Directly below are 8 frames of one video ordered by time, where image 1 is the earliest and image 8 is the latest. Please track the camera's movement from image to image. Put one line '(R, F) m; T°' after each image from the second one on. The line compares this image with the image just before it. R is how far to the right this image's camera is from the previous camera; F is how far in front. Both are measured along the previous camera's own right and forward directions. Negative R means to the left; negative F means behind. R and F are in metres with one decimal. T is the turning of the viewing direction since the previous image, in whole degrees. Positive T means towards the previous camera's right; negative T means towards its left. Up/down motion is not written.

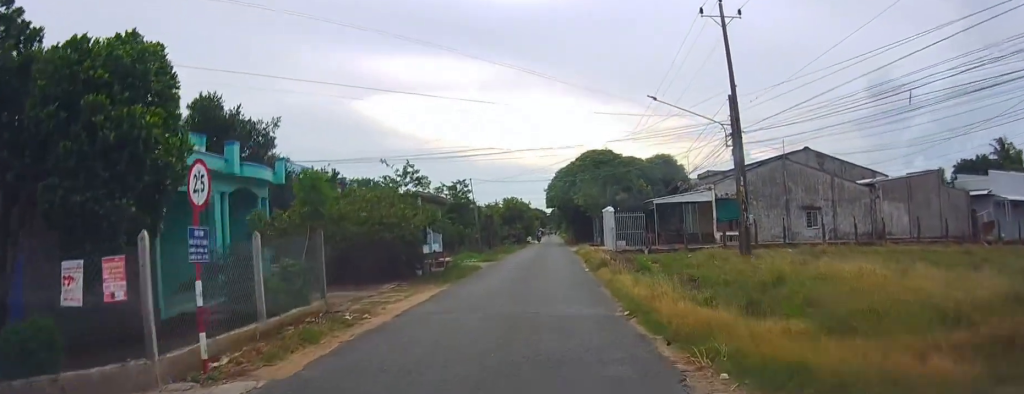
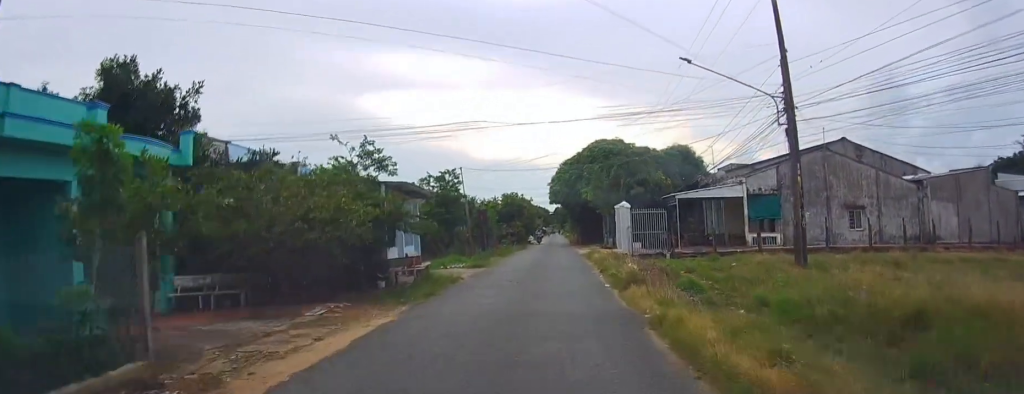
(-0.3, +6.3) m; -2°
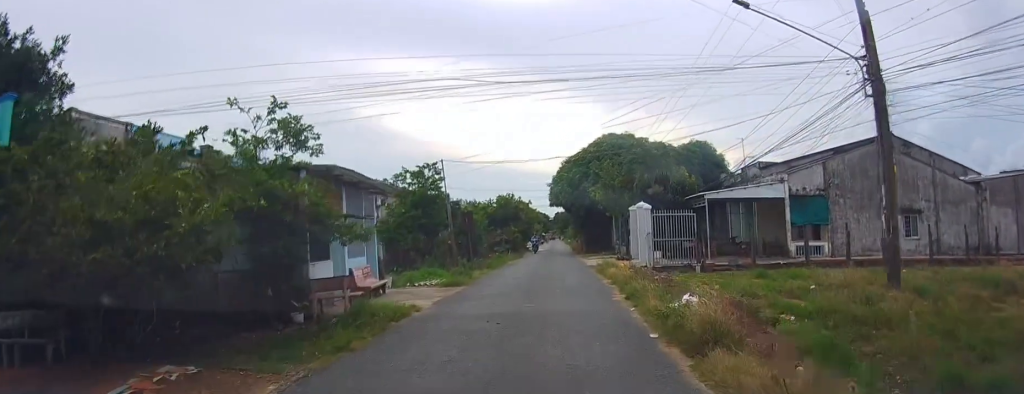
(+0.1, +6.6) m; +1°
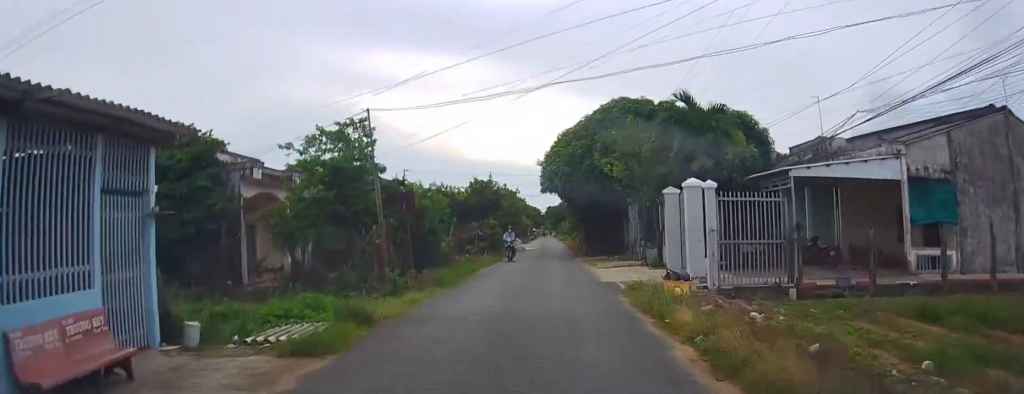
(0.0, +10.9) m; 0°
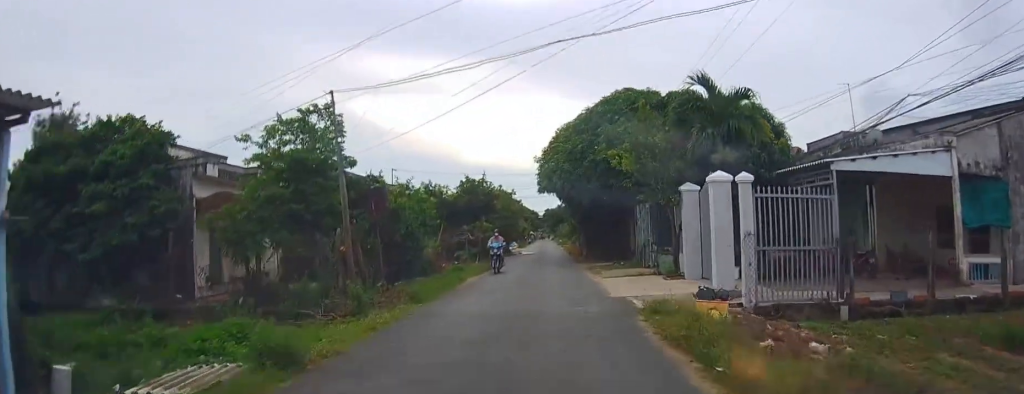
(0.0, +3.0) m; +1°
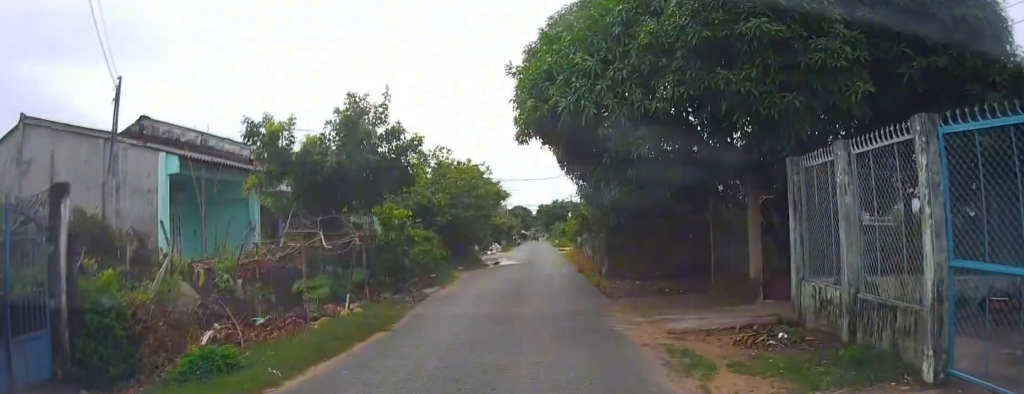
(+0.8, +17.4) m; +3°
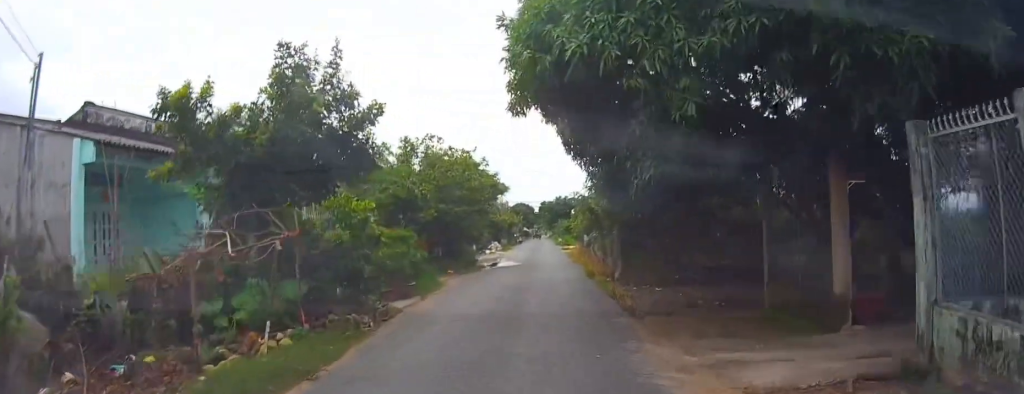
(-0.1, +3.2) m; 0°
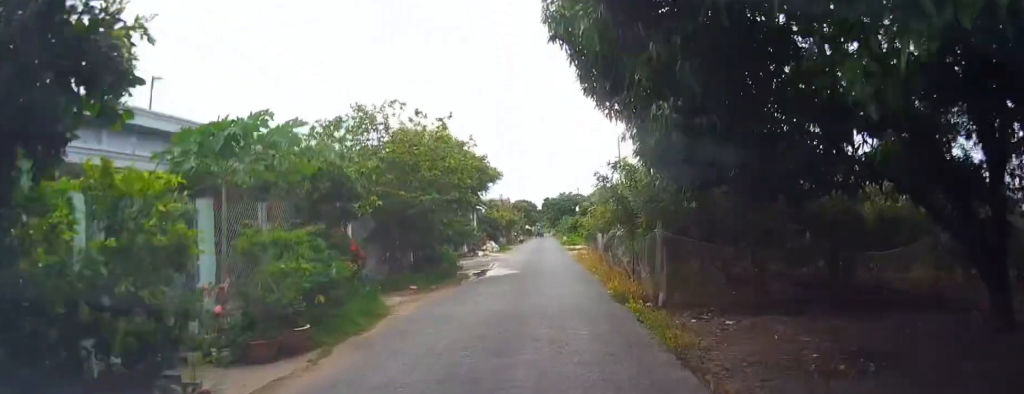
(+0.3, +6.7) m; 0°
